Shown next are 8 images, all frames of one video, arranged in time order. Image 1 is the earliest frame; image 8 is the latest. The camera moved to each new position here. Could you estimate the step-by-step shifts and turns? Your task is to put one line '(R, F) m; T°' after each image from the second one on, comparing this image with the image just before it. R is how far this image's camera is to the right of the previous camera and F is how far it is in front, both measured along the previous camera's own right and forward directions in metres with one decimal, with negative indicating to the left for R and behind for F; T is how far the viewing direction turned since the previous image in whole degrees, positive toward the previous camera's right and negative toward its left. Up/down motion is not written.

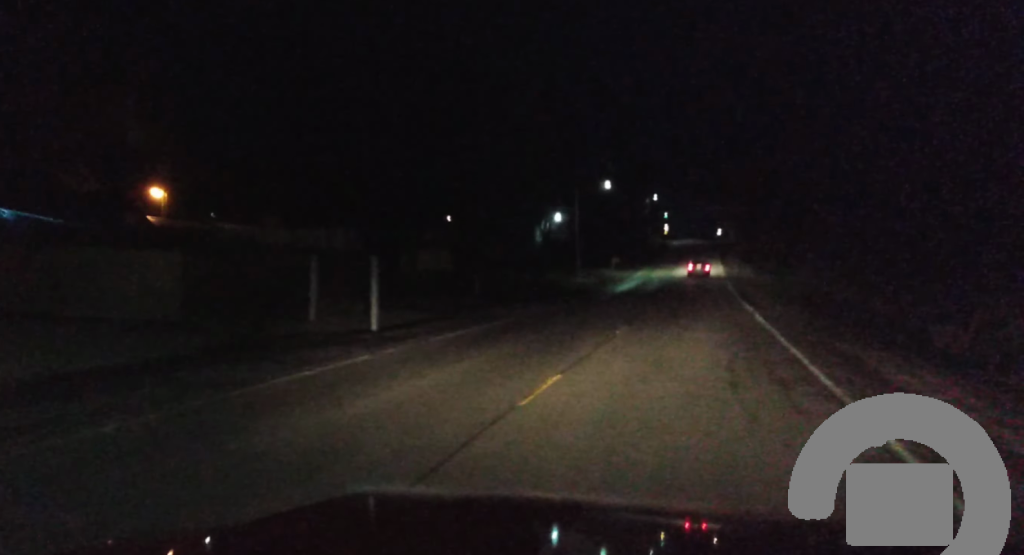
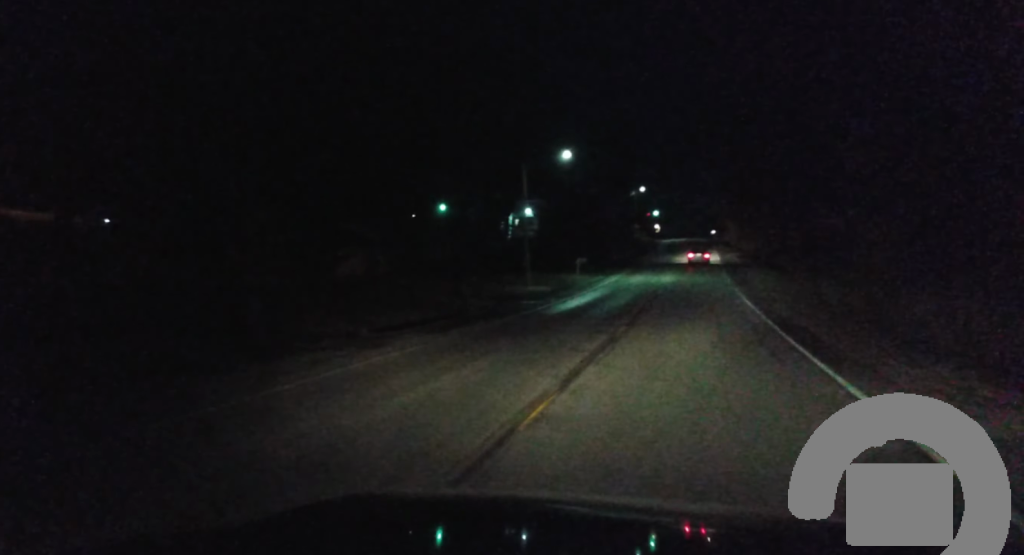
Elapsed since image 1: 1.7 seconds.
(+0.2, +25.4) m; 0°
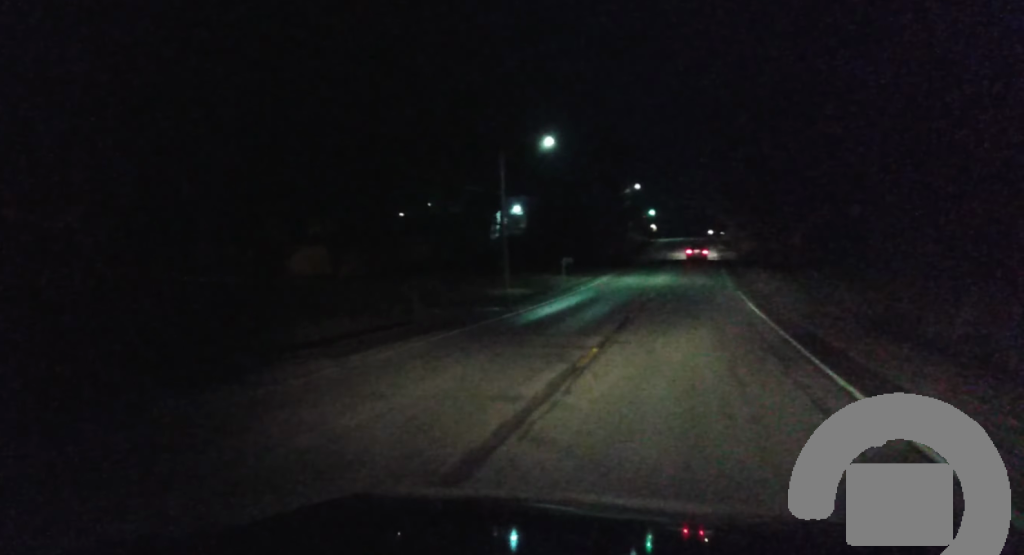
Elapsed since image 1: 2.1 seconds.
(-0.1, +6.9) m; 0°
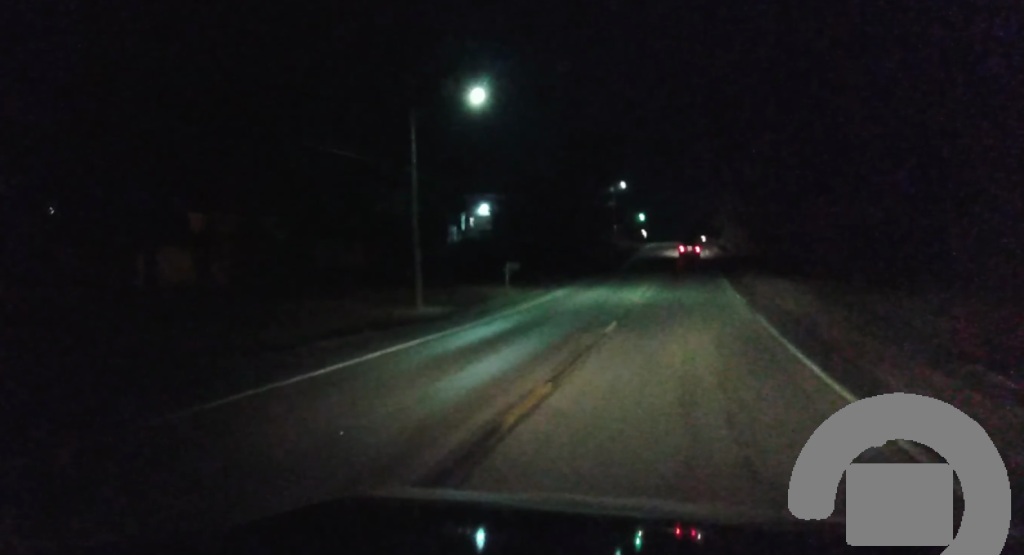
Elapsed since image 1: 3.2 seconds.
(0.0, +17.2) m; +1°
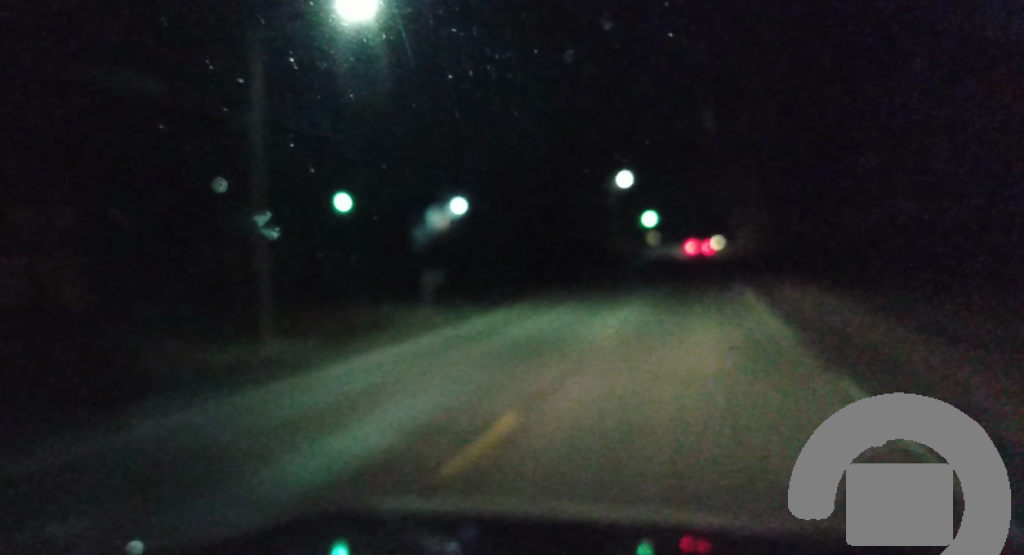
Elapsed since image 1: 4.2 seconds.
(+0.1, +14.3) m; -1°
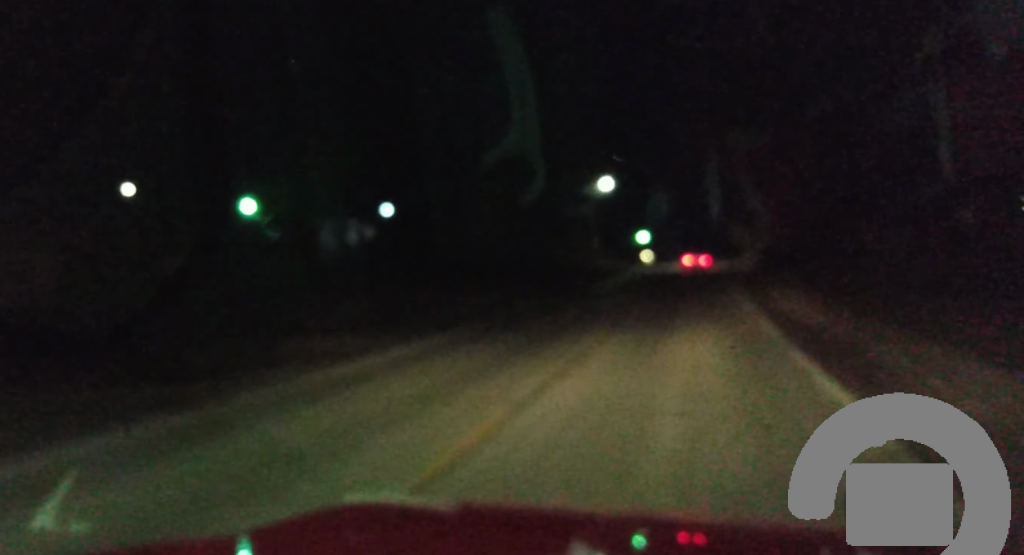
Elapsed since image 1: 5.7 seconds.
(-0.8, +24.5) m; -3°
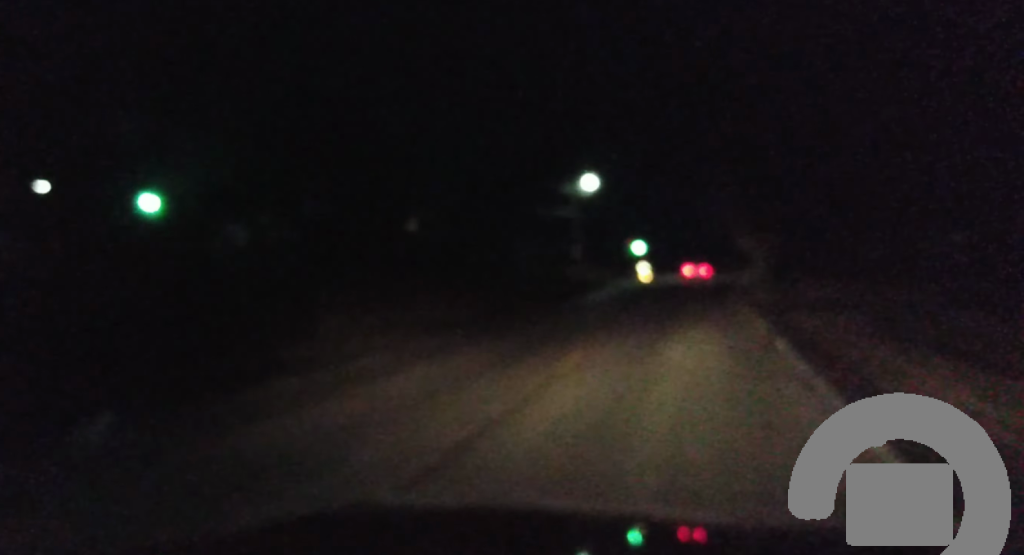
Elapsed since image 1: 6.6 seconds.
(-0.1, +16.5) m; +1°
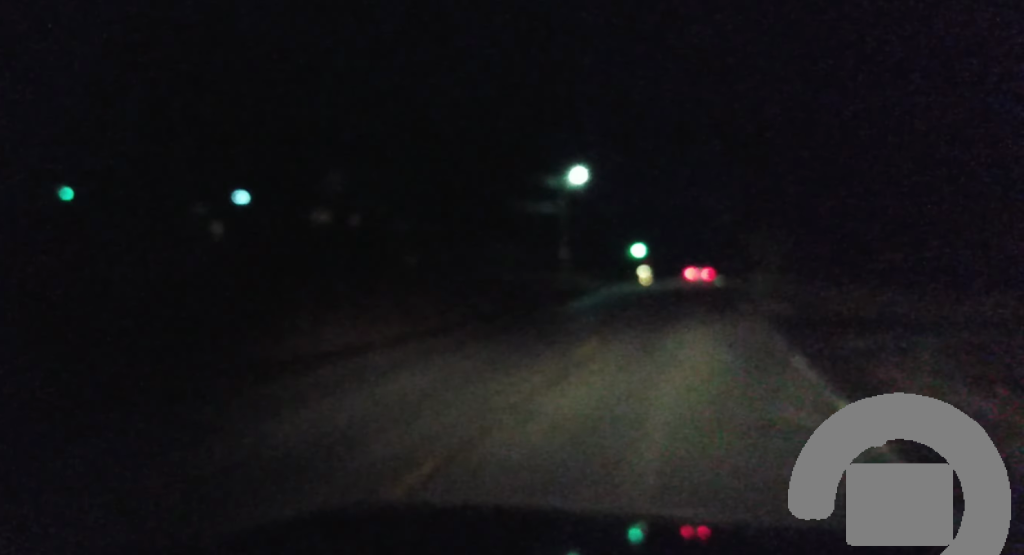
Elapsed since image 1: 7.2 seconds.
(+0.2, +10.0) m; +1°
